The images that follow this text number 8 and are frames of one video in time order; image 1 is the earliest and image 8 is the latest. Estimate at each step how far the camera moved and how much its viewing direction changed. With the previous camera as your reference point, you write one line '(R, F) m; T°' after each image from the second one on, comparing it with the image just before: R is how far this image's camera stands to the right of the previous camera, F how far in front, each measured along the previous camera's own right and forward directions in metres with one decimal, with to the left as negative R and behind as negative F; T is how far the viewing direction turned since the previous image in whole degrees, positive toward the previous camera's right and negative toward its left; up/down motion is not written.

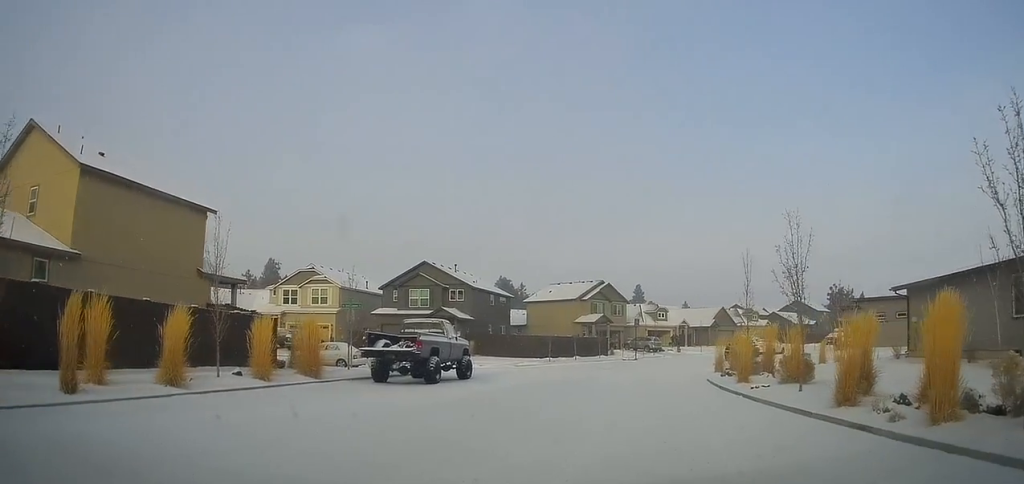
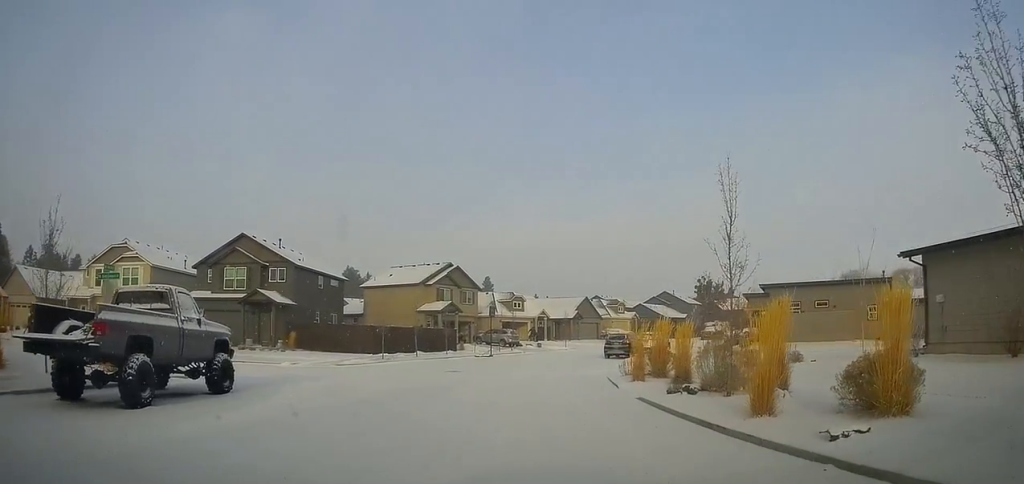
(+1.3, +6.5) m; +17°
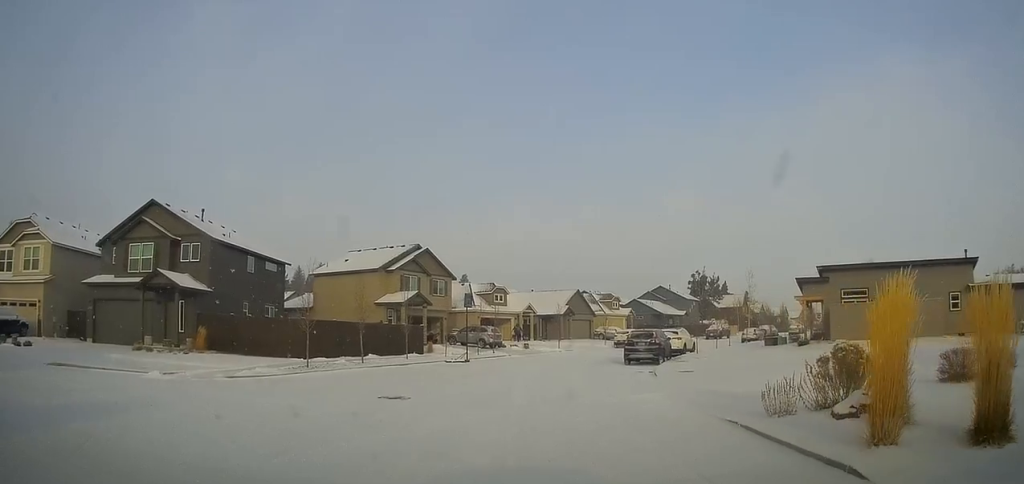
(+1.1, +7.0) m; +21°
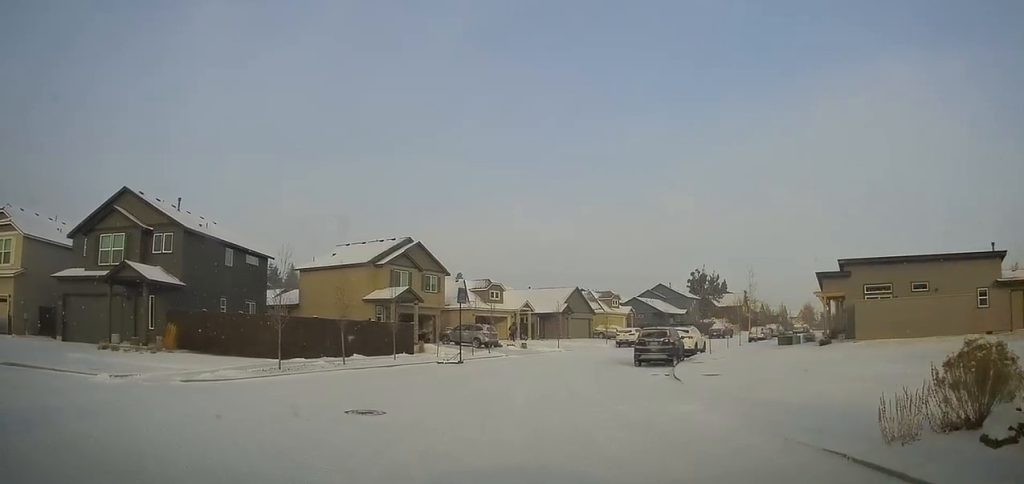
(+0.3, +2.0) m; +3°
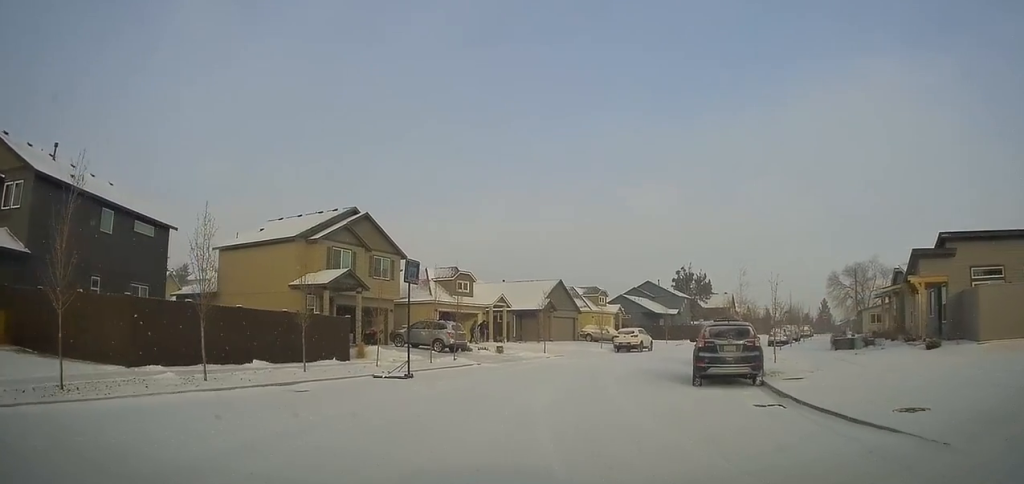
(+0.4, +7.9) m; 0°
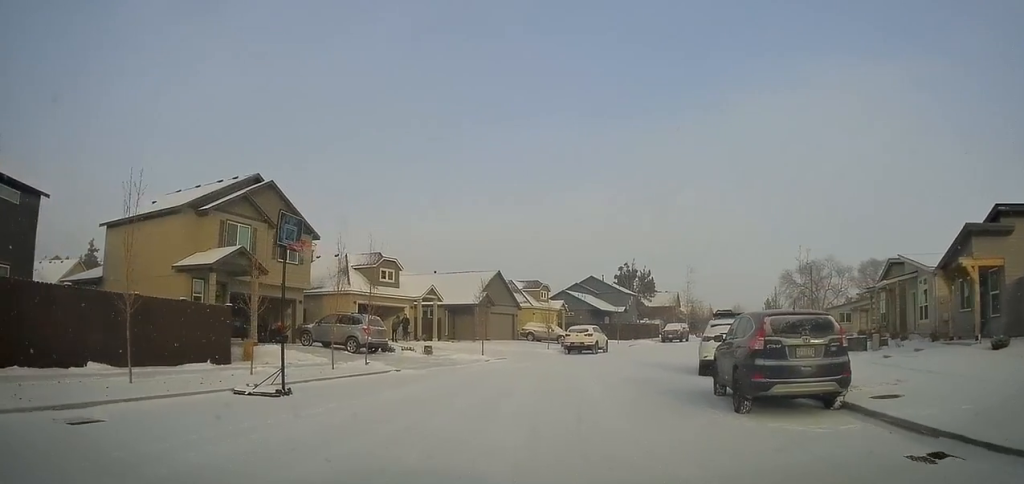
(-0.2, +5.3) m; 0°
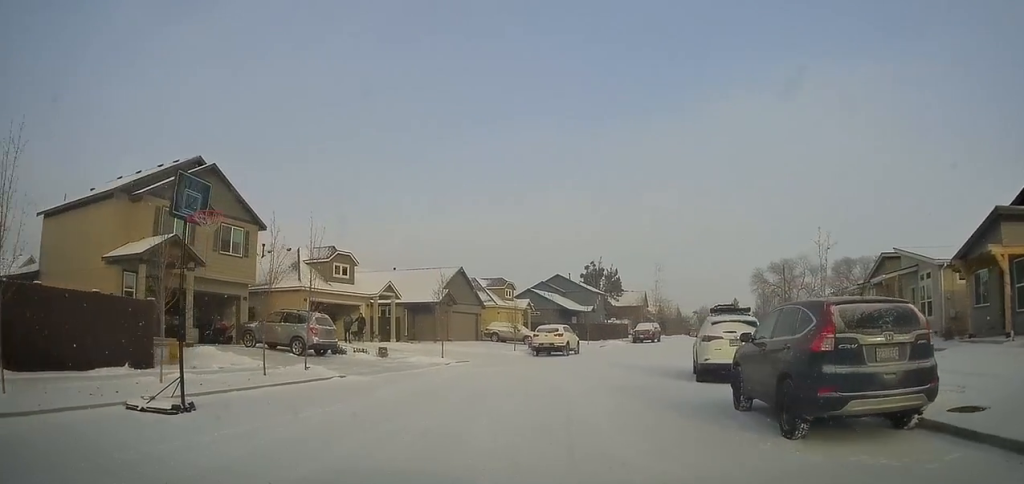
(+0.1, +2.4) m; +5°
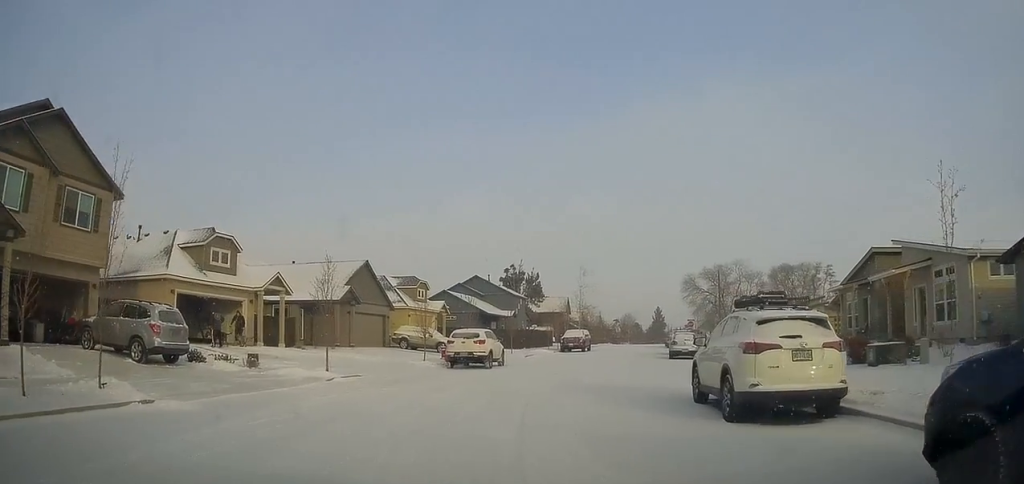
(+0.4, +5.5) m; +10°
